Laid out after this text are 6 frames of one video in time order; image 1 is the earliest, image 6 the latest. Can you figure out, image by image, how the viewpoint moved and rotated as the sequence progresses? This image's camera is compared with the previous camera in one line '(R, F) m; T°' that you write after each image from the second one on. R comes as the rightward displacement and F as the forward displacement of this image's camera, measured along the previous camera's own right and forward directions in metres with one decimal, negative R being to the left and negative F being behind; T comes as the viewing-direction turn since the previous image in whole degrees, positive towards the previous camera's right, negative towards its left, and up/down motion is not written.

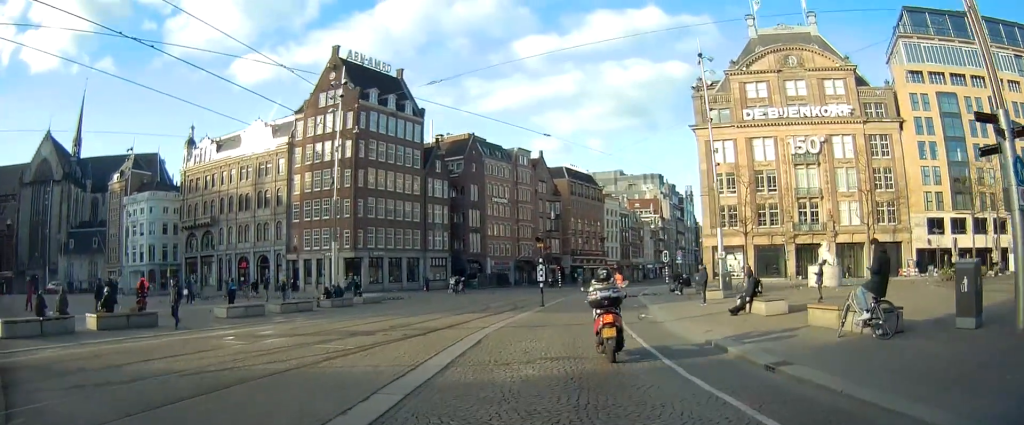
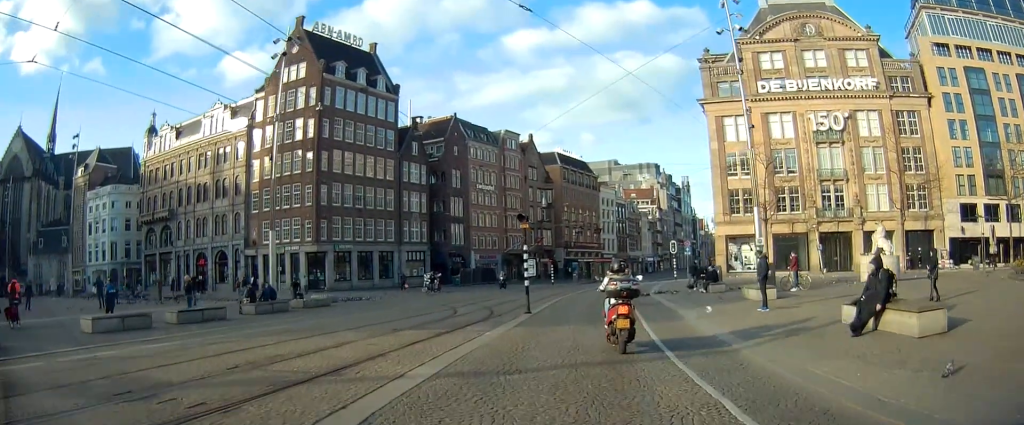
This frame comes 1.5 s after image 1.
(-0.2, +10.3) m; +1°
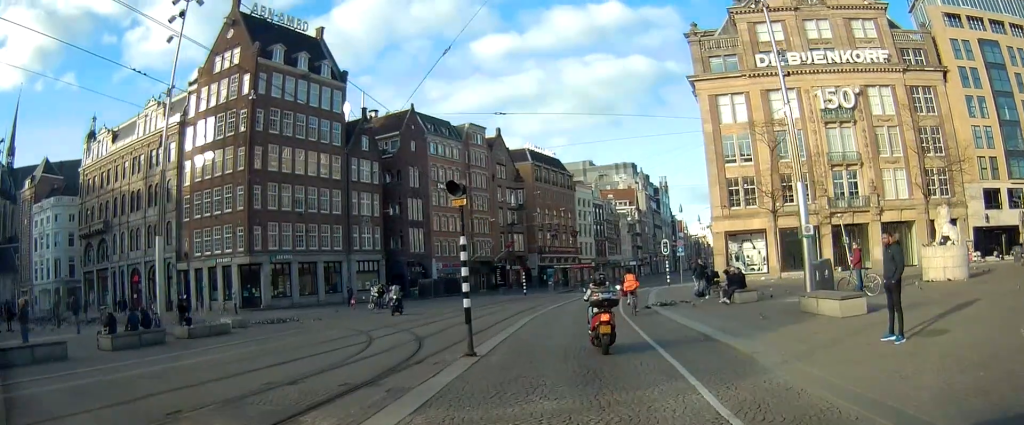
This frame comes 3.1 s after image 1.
(+0.4, +9.8) m; +2°
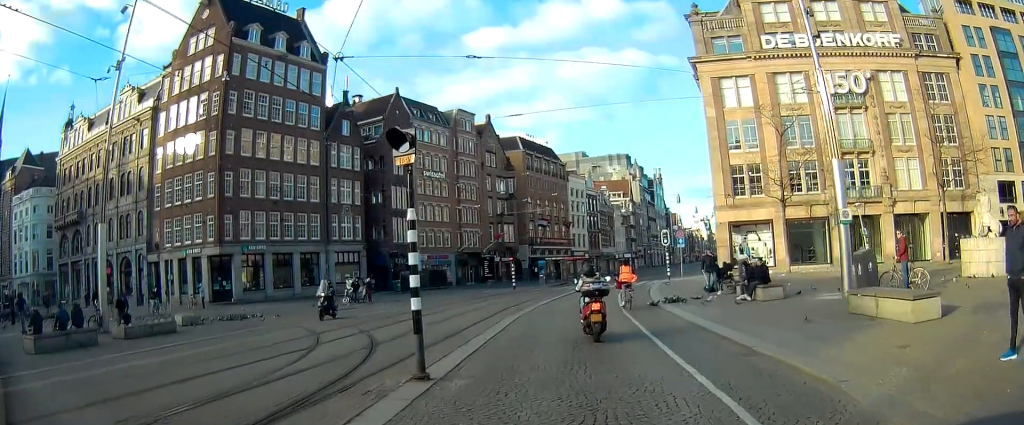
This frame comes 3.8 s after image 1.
(0.0, +4.0) m; -1°
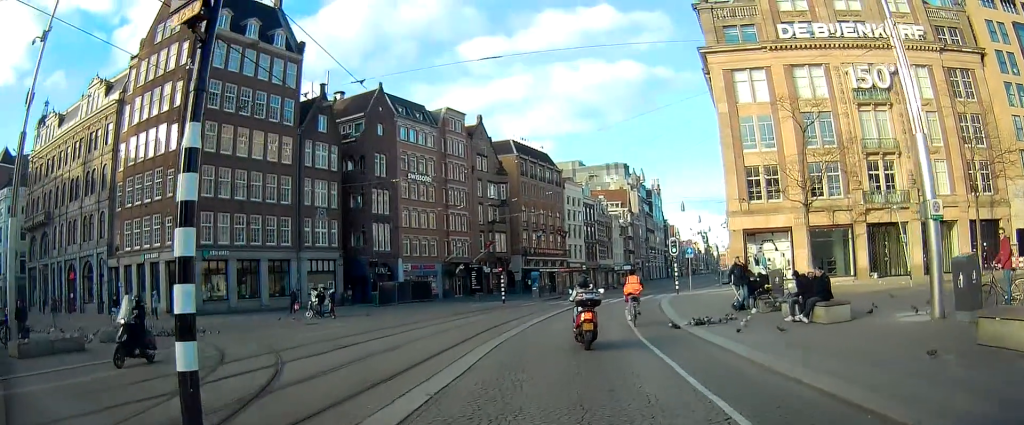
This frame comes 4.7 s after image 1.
(-0.1, +5.8) m; 0°
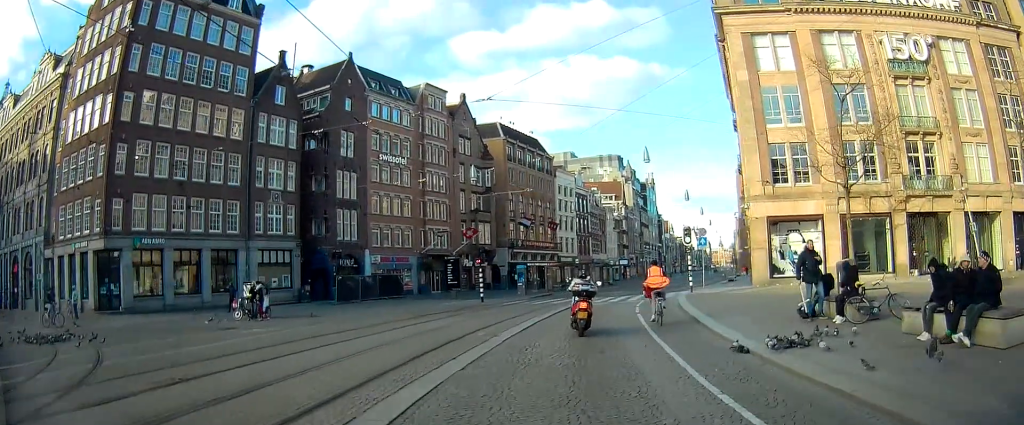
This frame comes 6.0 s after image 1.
(+0.1, +7.9) m; +1°
